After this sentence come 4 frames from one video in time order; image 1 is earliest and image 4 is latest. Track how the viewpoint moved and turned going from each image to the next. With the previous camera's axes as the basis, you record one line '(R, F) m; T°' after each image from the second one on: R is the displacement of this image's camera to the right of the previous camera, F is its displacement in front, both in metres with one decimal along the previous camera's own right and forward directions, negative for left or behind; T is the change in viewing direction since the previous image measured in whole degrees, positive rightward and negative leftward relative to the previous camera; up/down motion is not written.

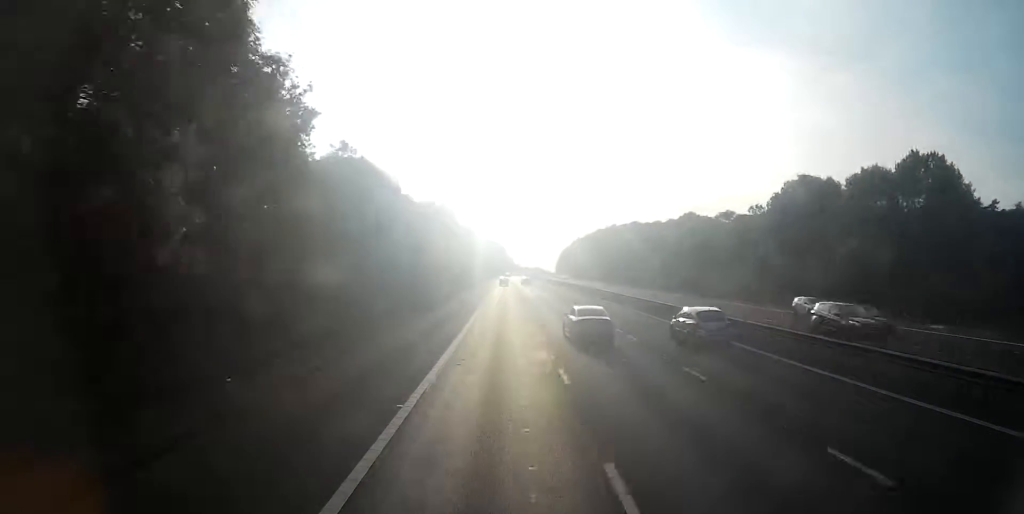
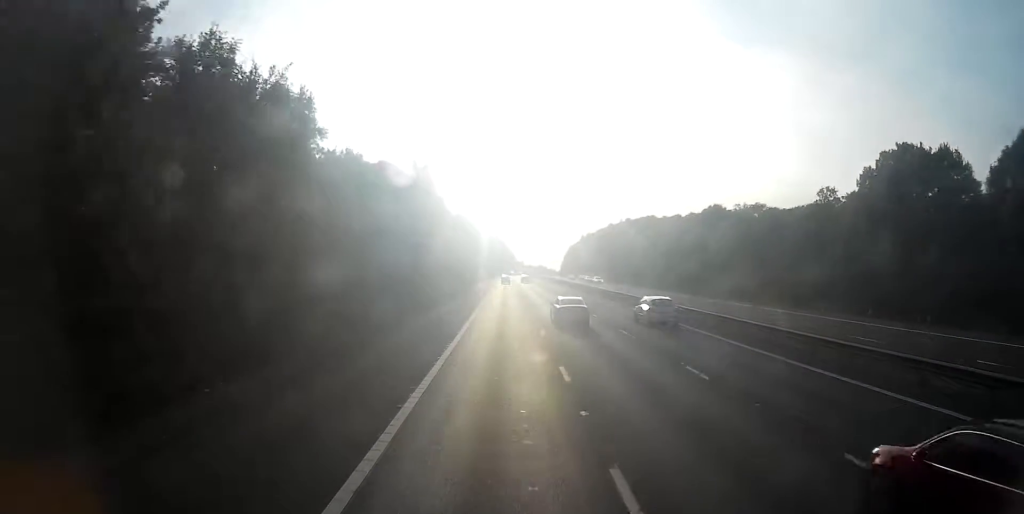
(-0.3, +27.3) m; 0°
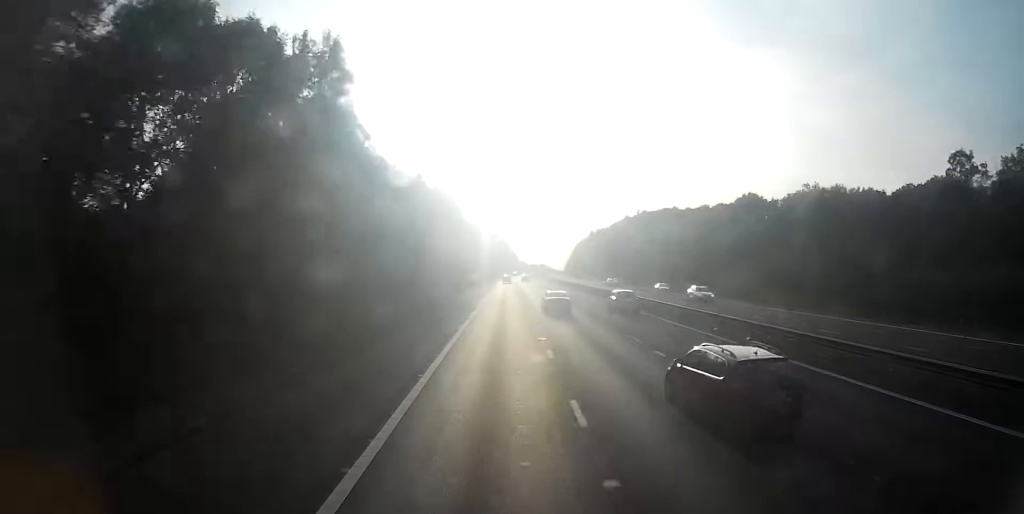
(+0.3, +31.9) m; 0°
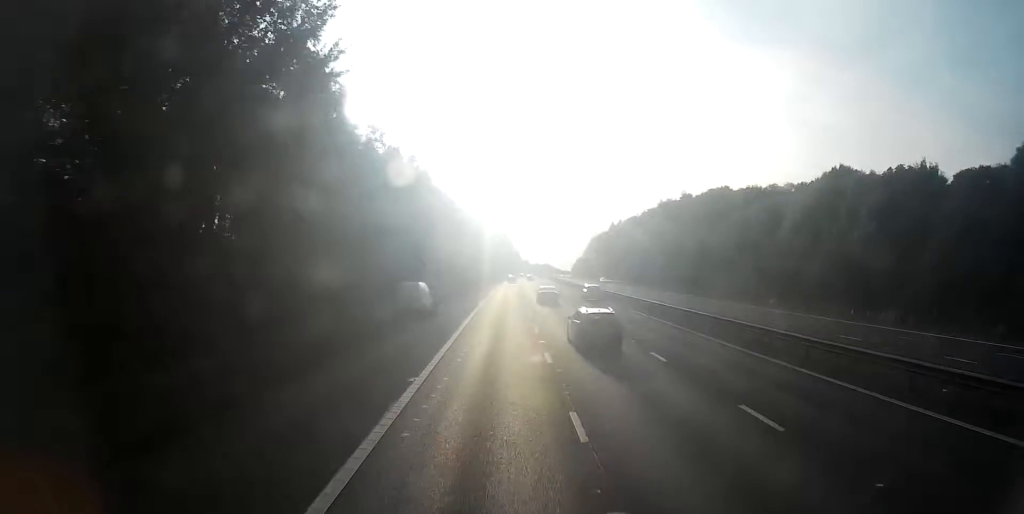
(0.0, +54.1) m; 0°
